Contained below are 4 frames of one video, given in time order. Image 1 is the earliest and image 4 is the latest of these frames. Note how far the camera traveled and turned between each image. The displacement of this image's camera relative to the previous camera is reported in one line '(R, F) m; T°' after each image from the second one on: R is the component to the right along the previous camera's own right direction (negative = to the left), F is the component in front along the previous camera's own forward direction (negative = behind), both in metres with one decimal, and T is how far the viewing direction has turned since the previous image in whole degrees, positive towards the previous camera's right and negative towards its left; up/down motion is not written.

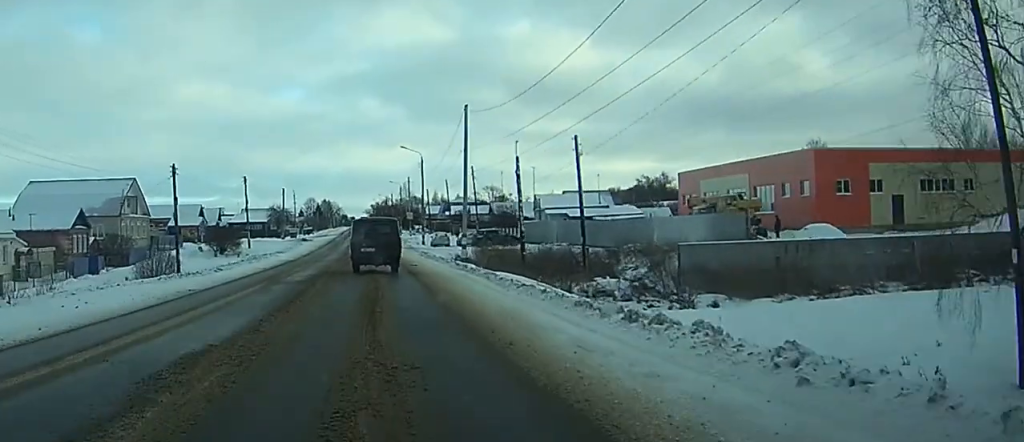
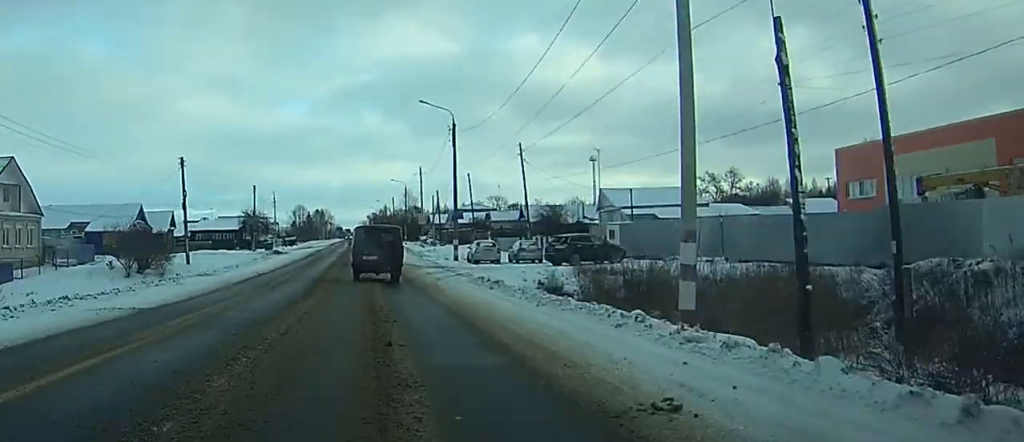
(+0.2, +35.5) m; 0°
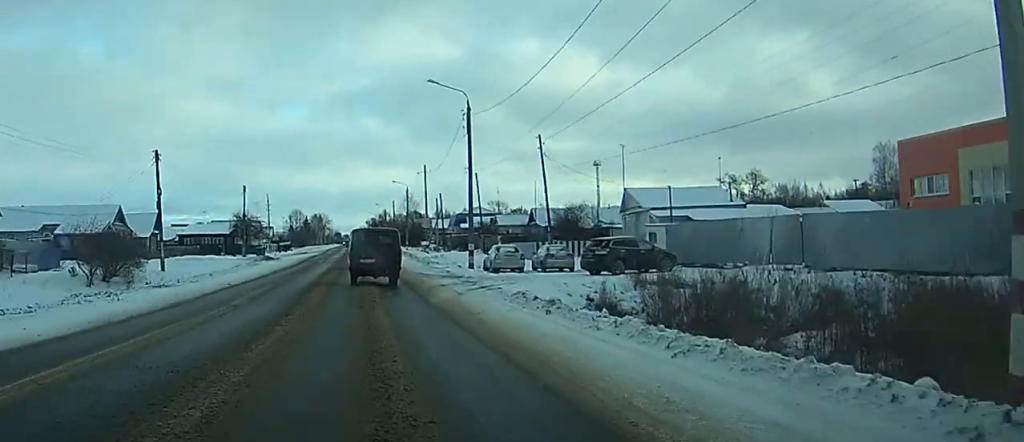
(0.0, +8.6) m; 0°
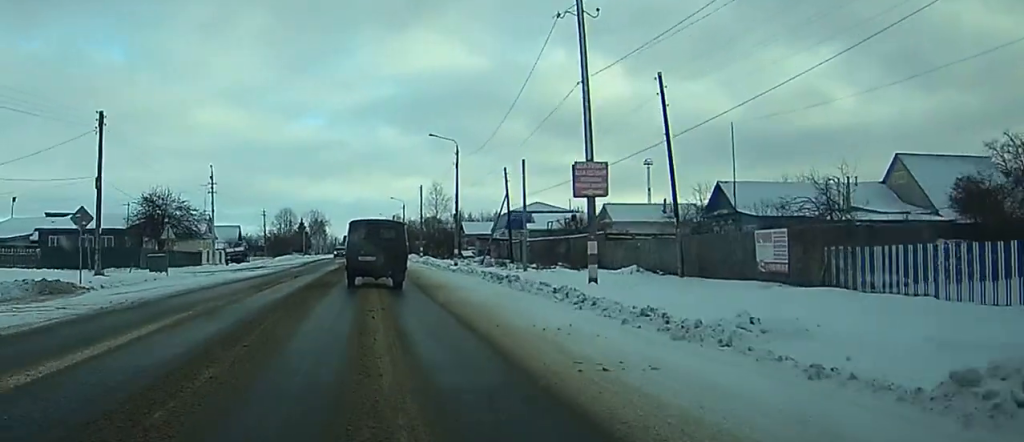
(-0.2, +60.7) m; -1°
